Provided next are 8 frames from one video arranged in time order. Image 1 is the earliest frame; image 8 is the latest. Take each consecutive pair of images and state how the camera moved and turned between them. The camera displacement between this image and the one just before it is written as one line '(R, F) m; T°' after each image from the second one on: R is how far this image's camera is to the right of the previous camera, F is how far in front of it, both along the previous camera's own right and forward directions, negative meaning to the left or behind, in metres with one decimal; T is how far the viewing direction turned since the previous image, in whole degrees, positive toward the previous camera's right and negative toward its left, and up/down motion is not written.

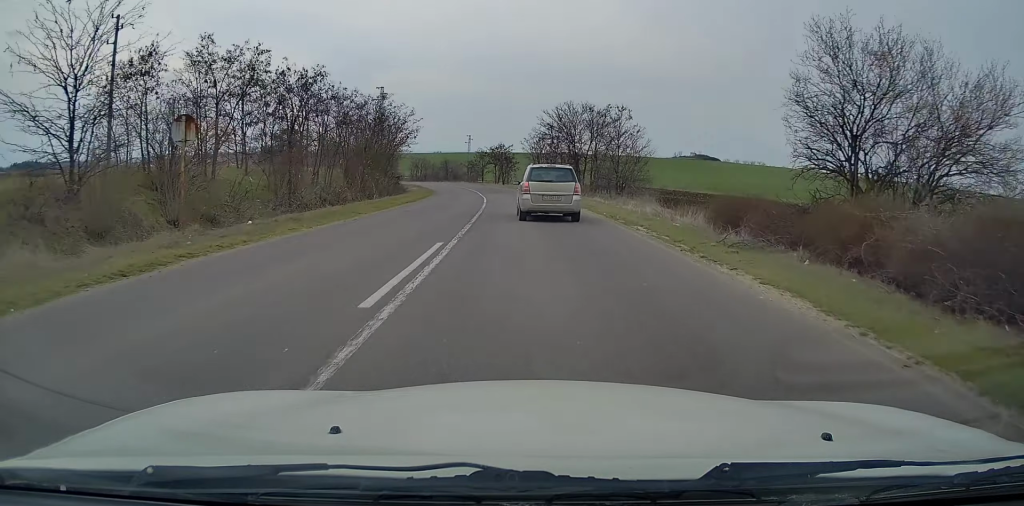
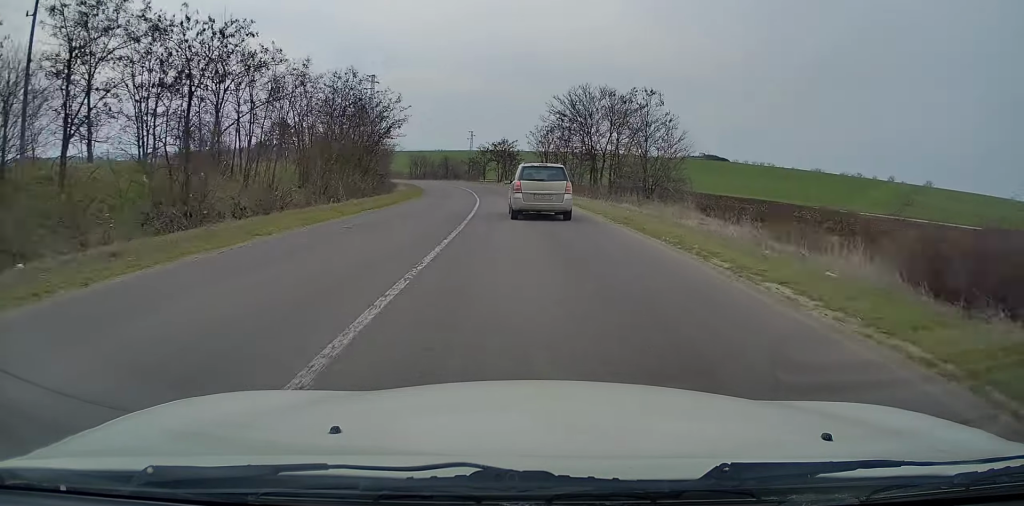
(0.0, +9.6) m; -1°
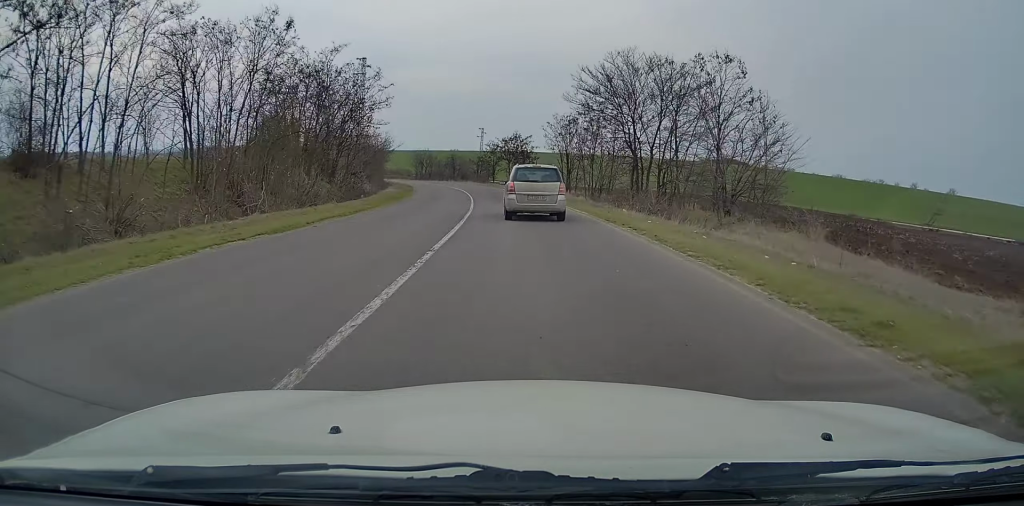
(-0.2, +12.8) m; -1°
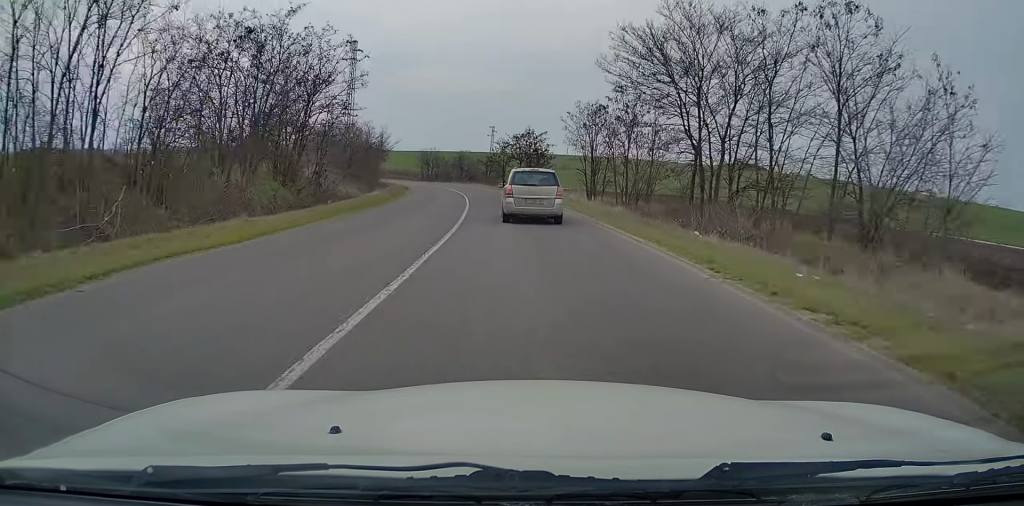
(-0.1, +10.2) m; -1°
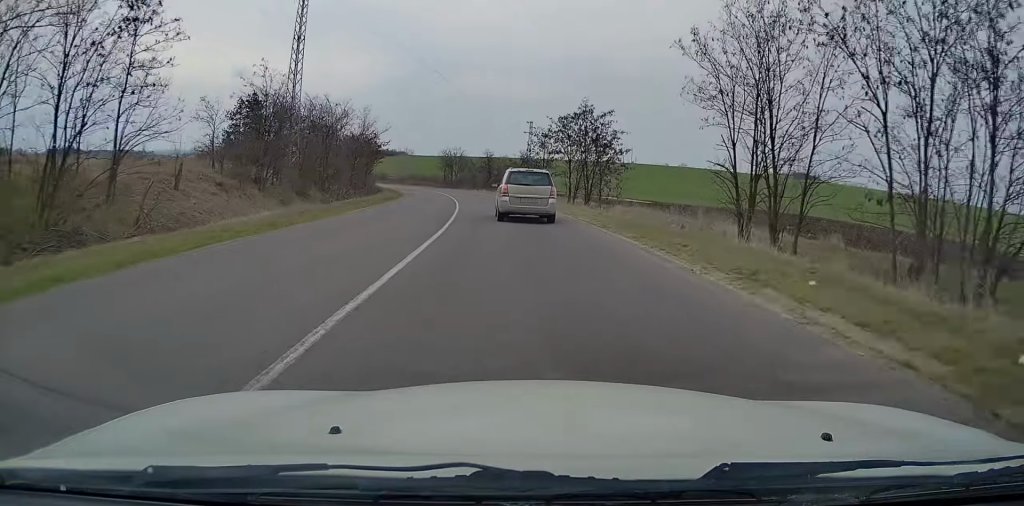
(-0.8, +25.7) m; -3°
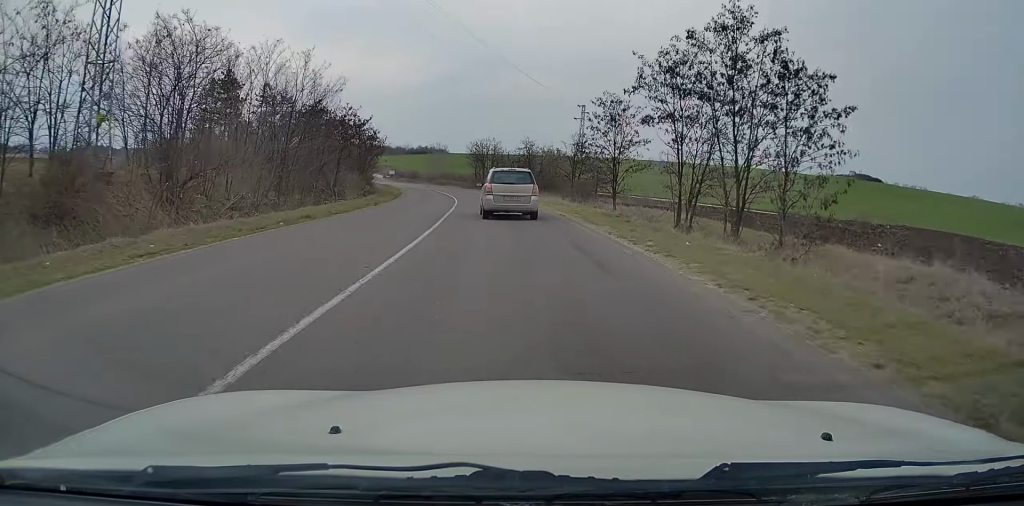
(-0.6, +23.5) m; -3°
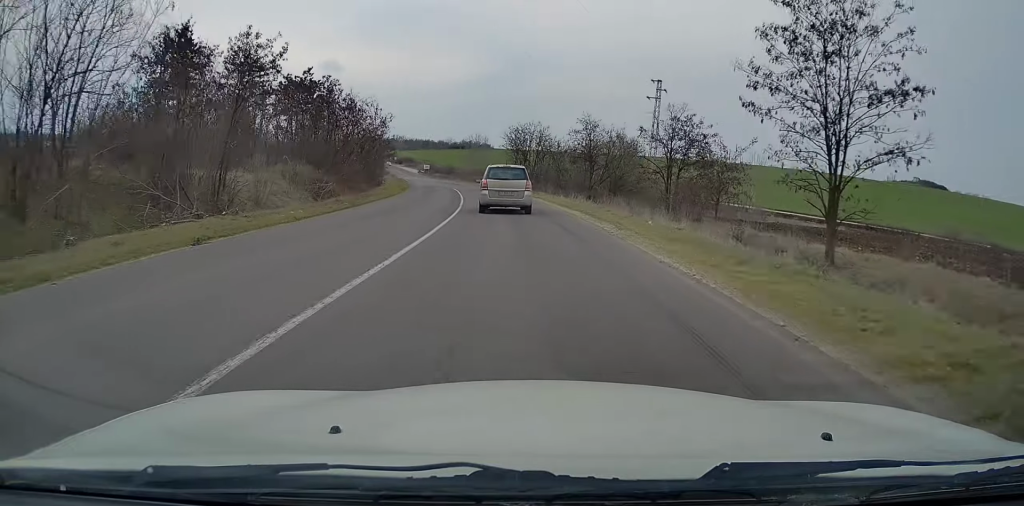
(-0.7, +22.1) m; -4°
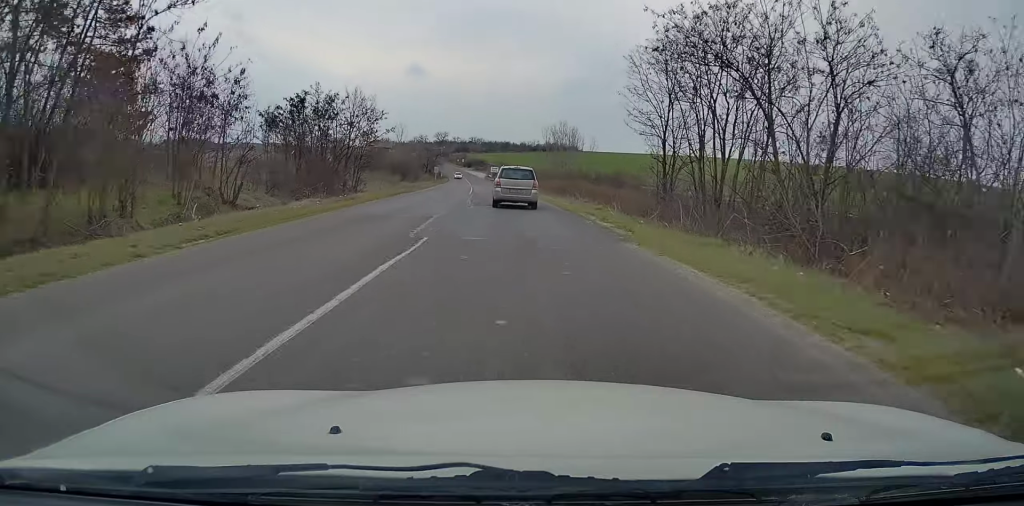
(-3.8, +49.4) m; -8°
